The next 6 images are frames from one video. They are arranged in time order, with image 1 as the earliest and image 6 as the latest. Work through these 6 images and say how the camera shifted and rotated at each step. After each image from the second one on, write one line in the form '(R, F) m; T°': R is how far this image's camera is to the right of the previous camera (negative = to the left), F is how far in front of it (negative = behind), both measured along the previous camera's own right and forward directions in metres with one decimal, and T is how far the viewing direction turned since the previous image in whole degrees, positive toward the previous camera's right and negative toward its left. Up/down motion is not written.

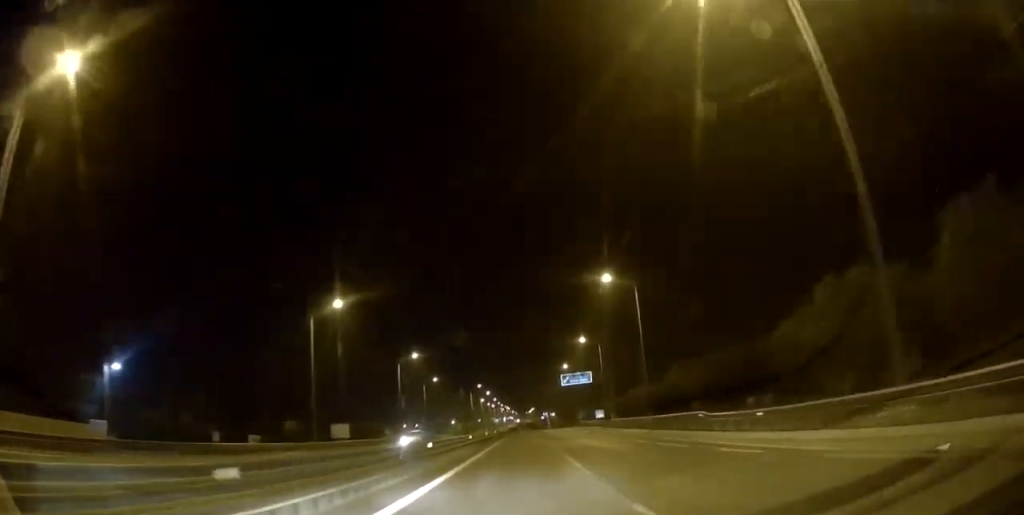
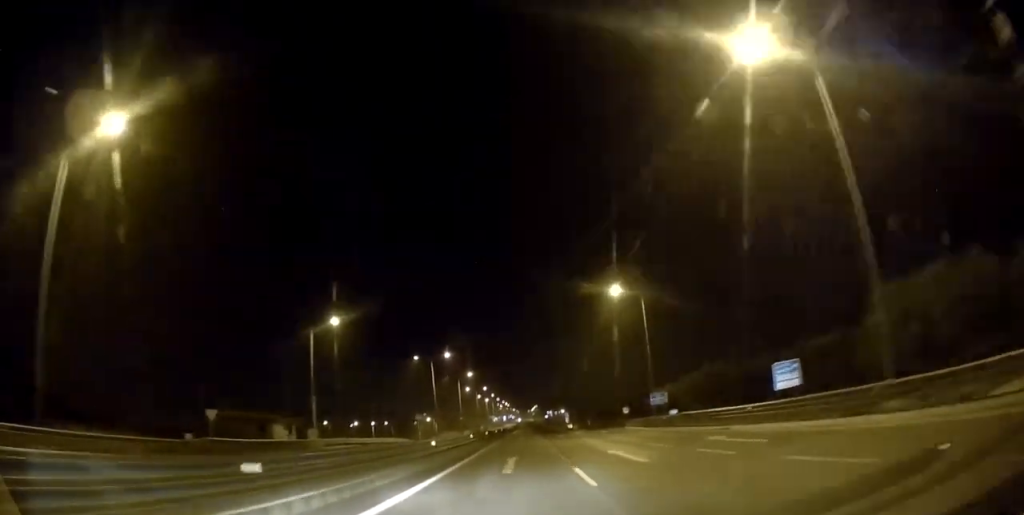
(+0.1, +66.1) m; +1°
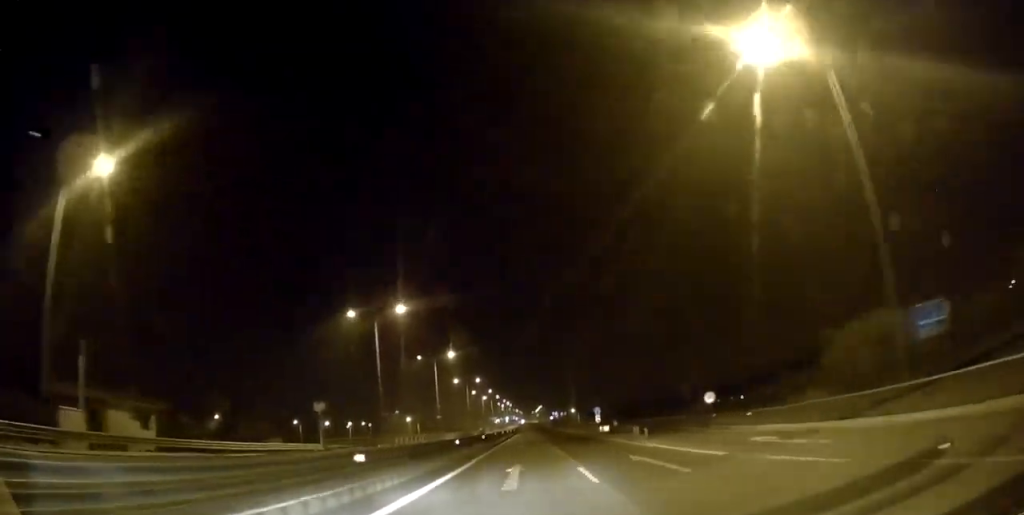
(-0.2, +35.9) m; -1°
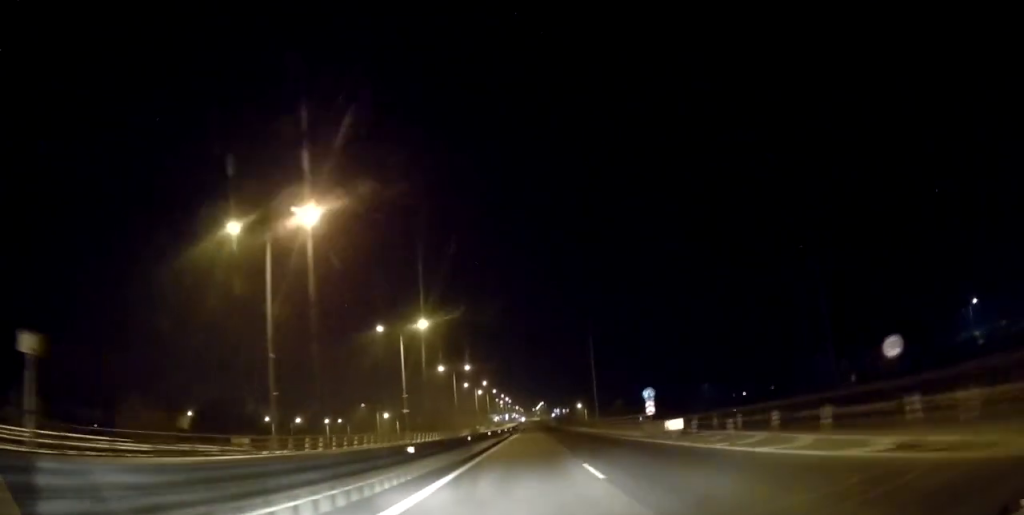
(-0.4, +24.6) m; 0°
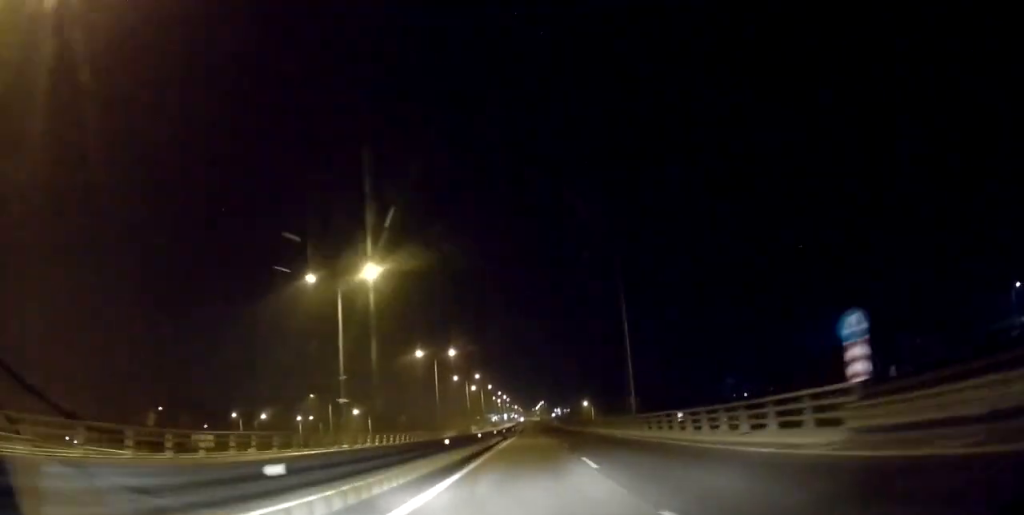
(+0.4, +21.7) m; +1°
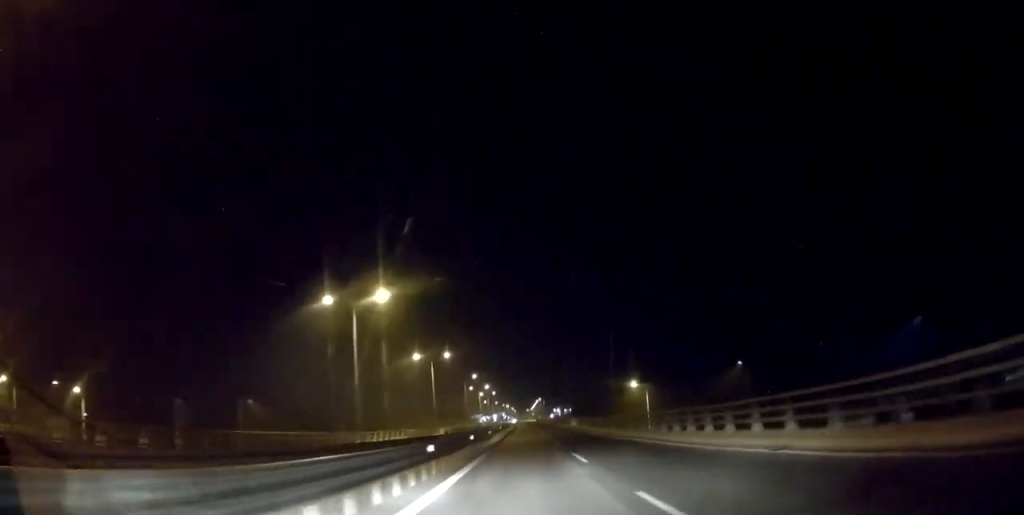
(+0.2, +83.5) m; 0°
